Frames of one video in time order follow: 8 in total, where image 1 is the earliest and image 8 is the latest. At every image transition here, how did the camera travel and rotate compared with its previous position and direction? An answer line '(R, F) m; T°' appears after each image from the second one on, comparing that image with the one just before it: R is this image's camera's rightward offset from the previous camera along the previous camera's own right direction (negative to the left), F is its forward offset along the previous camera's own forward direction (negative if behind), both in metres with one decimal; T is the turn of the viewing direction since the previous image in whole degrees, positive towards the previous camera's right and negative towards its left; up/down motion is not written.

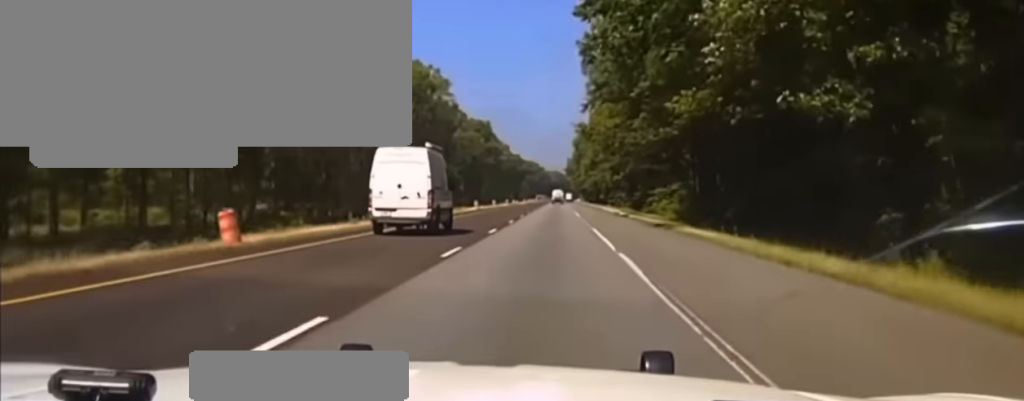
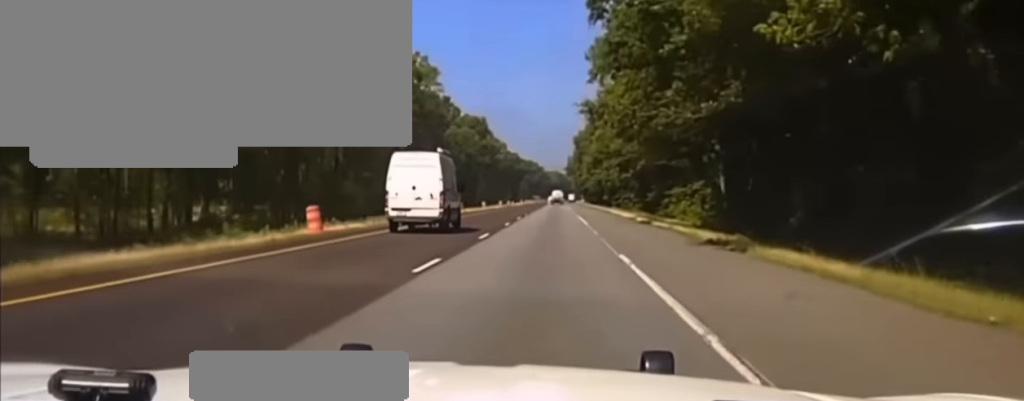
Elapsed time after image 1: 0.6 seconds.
(-0.1, +16.3) m; 0°
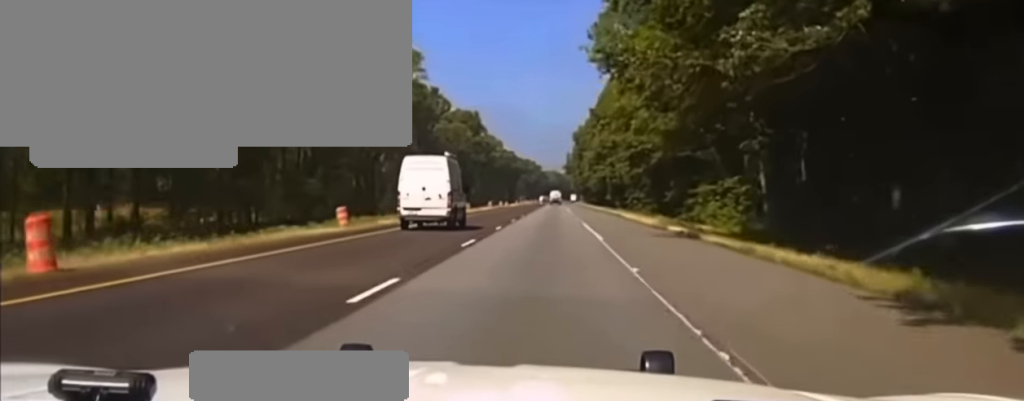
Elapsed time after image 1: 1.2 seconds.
(0.0, +15.4) m; +1°
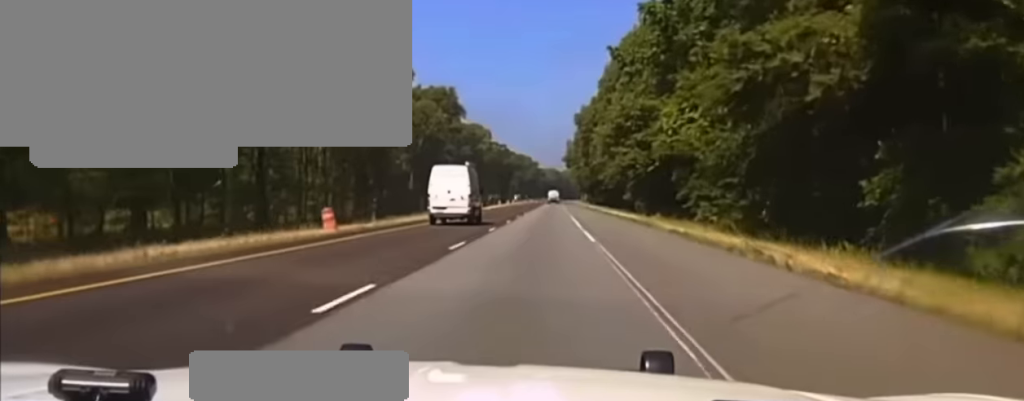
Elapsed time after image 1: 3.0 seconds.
(+0.5, +49.2) m; 0°
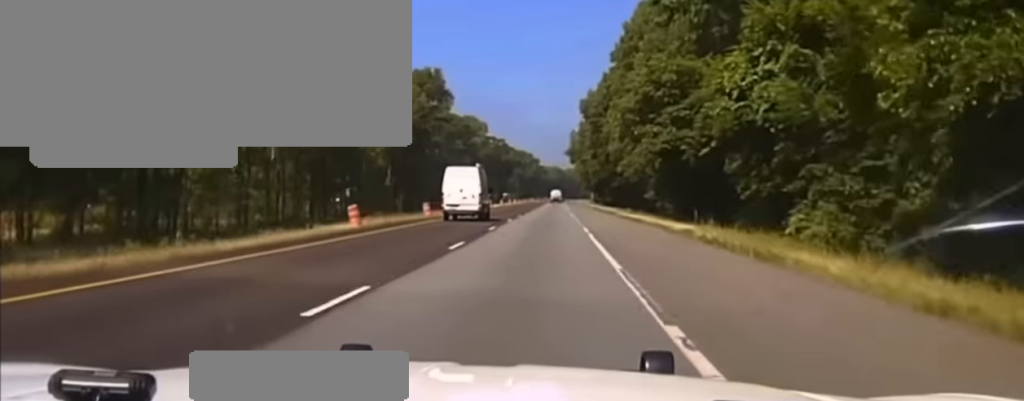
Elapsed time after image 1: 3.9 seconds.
(-0.2, +24.7) m; -1°
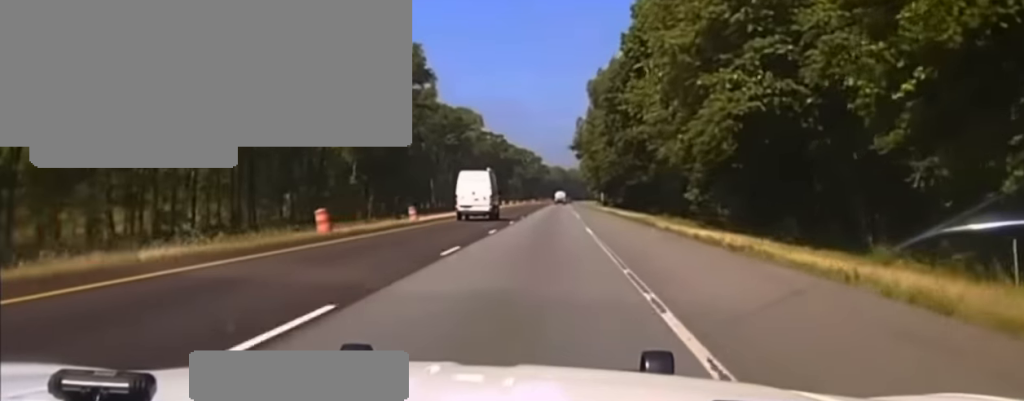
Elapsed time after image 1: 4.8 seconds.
(0.0, +26.6) m; 0°
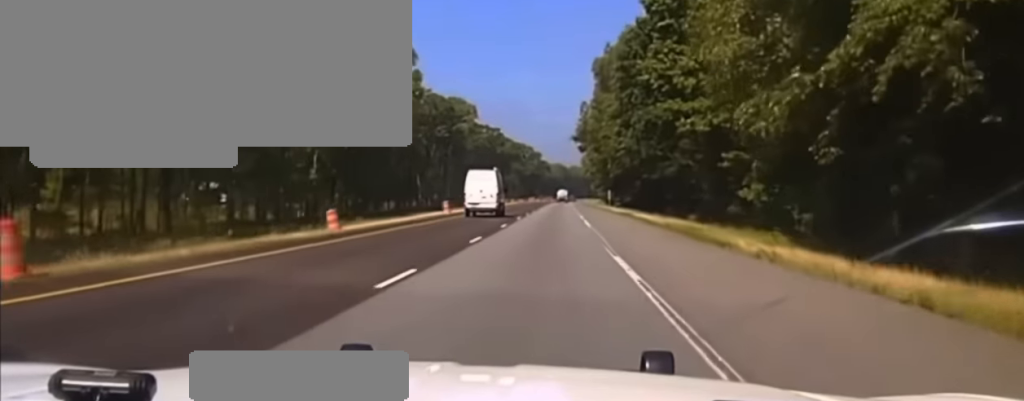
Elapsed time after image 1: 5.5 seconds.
(0.0, +19.3) m; 0°
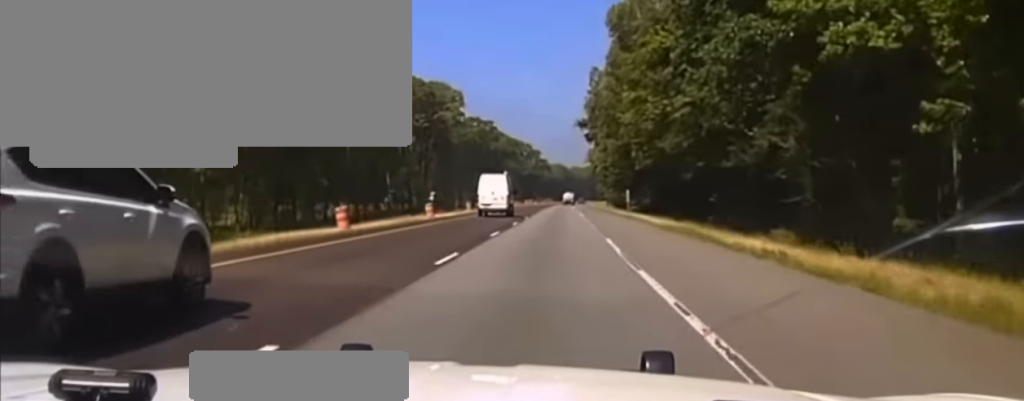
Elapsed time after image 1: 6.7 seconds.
(+0.1, +32.2) m; +1°
